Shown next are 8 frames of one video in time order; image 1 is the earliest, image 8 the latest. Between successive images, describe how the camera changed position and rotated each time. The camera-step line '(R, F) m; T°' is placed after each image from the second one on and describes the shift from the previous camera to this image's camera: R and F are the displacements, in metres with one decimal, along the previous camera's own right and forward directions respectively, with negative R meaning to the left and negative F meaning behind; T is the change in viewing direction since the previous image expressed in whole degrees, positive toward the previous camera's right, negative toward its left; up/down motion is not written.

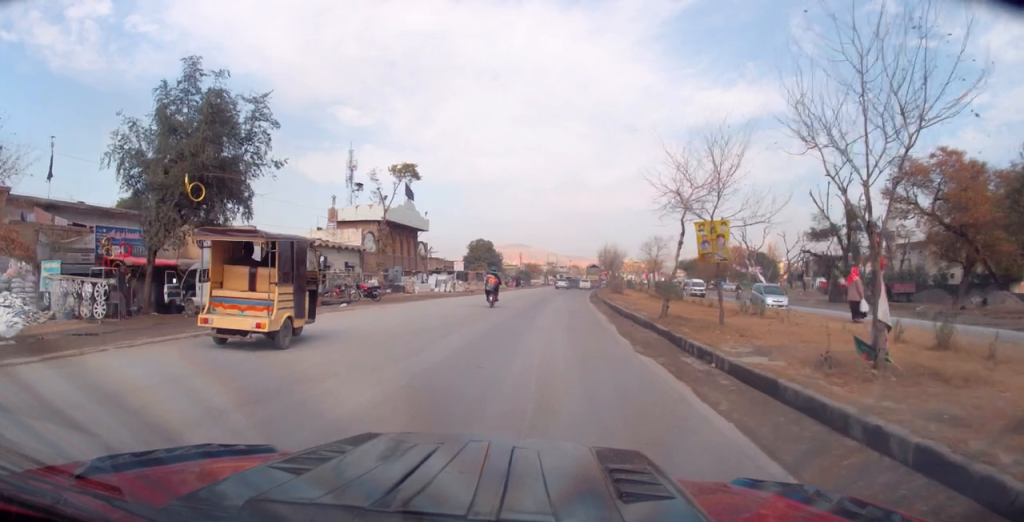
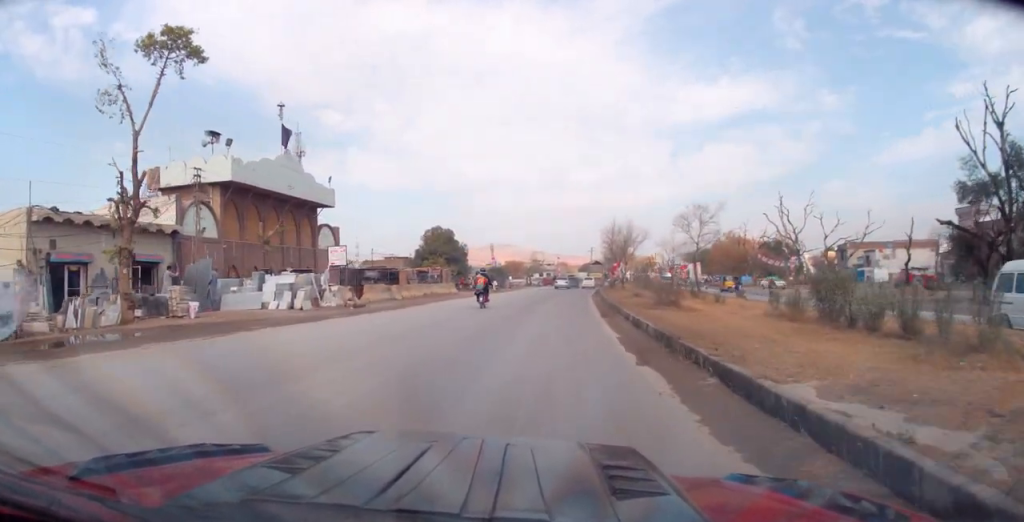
(+0.5, +26.2) m; 0°
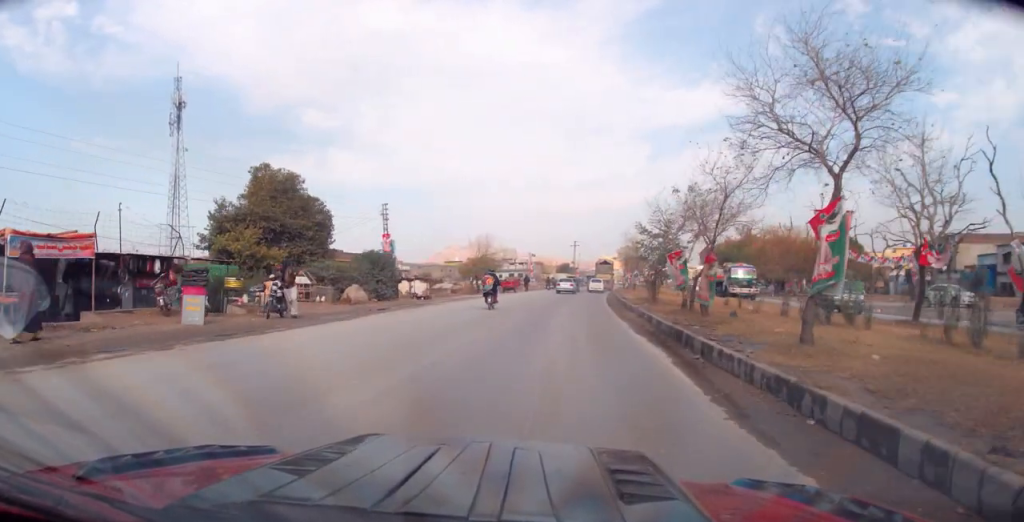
(-0.3, +42.4) m; +1°
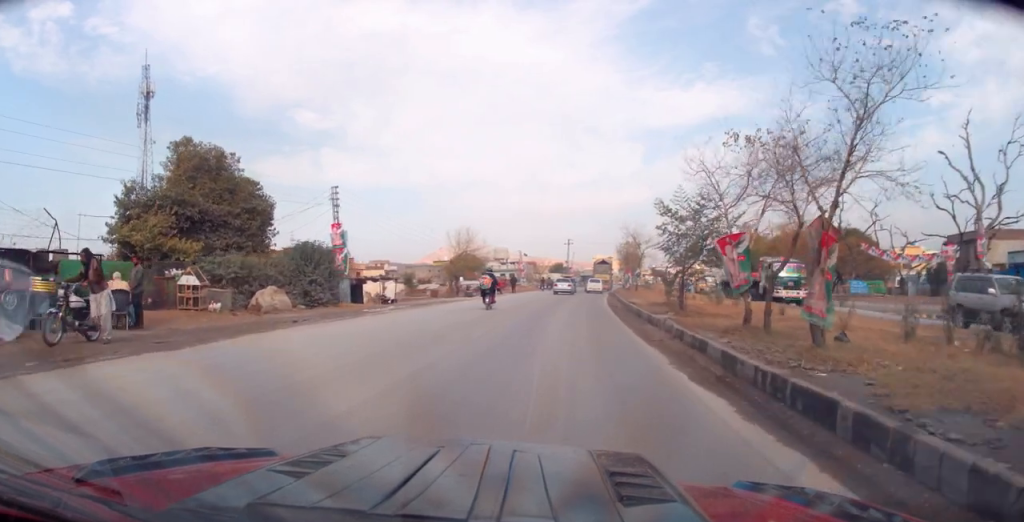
(0.0, +8.2) m; 0°
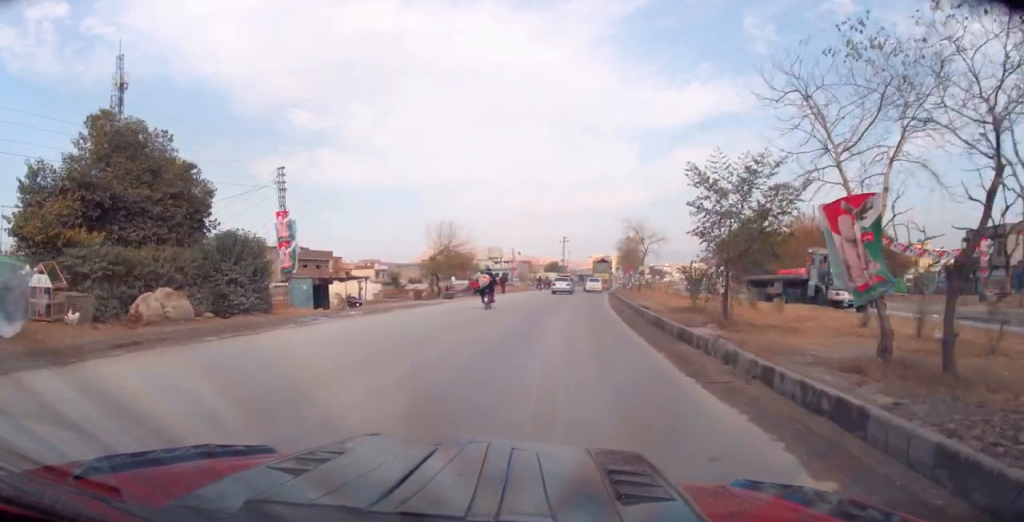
(0.0, +5.8) m; +1°
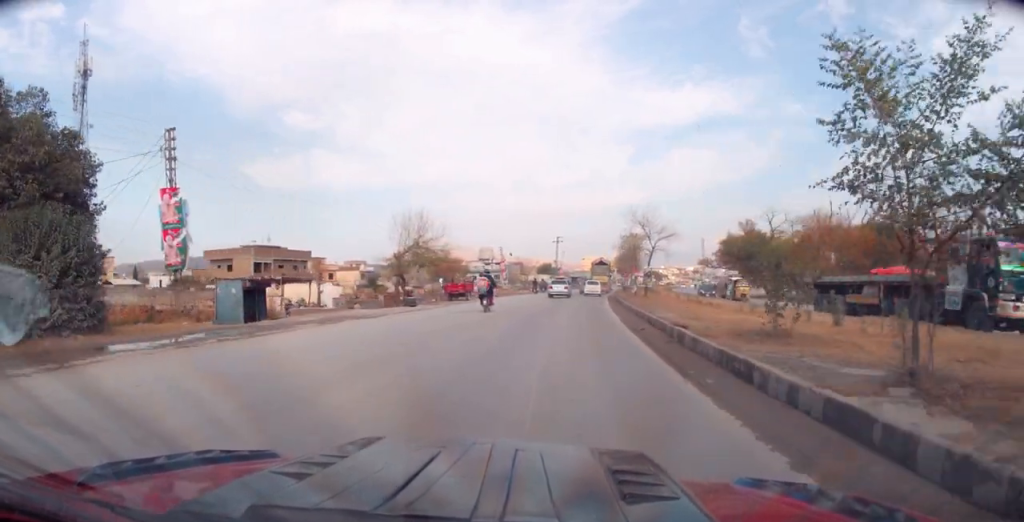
(0.0, +7.7) m; +1°
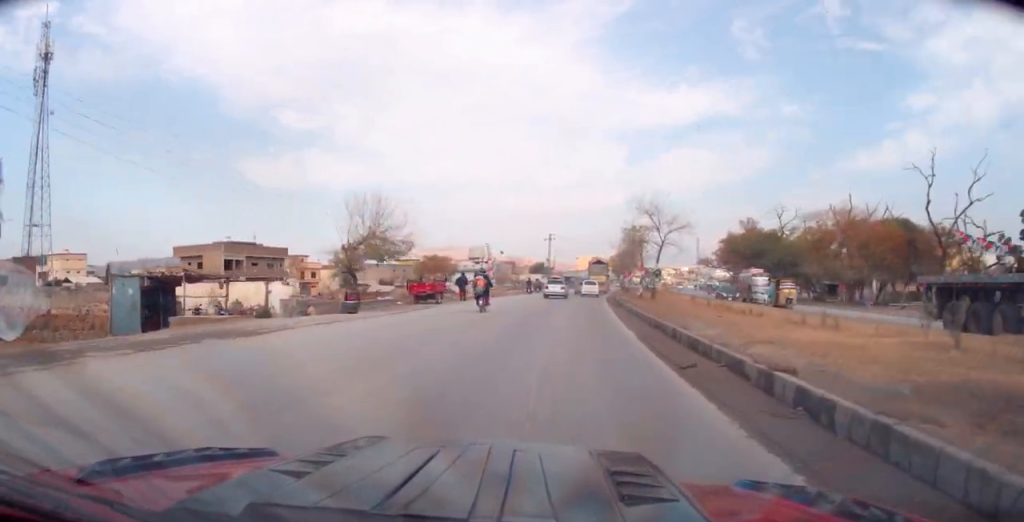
(+0.1, +7.2) m; +1°
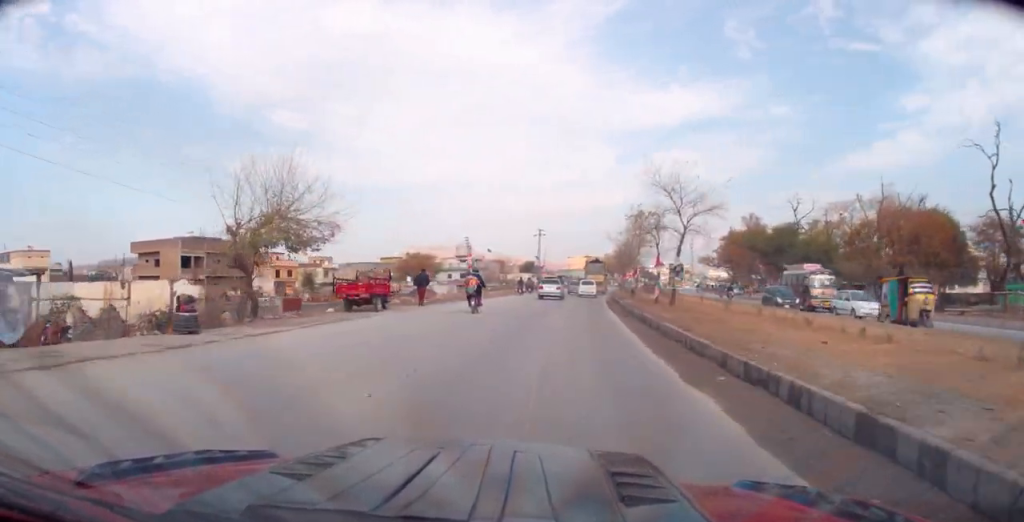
(+0.1, +8.9) m; +1°
